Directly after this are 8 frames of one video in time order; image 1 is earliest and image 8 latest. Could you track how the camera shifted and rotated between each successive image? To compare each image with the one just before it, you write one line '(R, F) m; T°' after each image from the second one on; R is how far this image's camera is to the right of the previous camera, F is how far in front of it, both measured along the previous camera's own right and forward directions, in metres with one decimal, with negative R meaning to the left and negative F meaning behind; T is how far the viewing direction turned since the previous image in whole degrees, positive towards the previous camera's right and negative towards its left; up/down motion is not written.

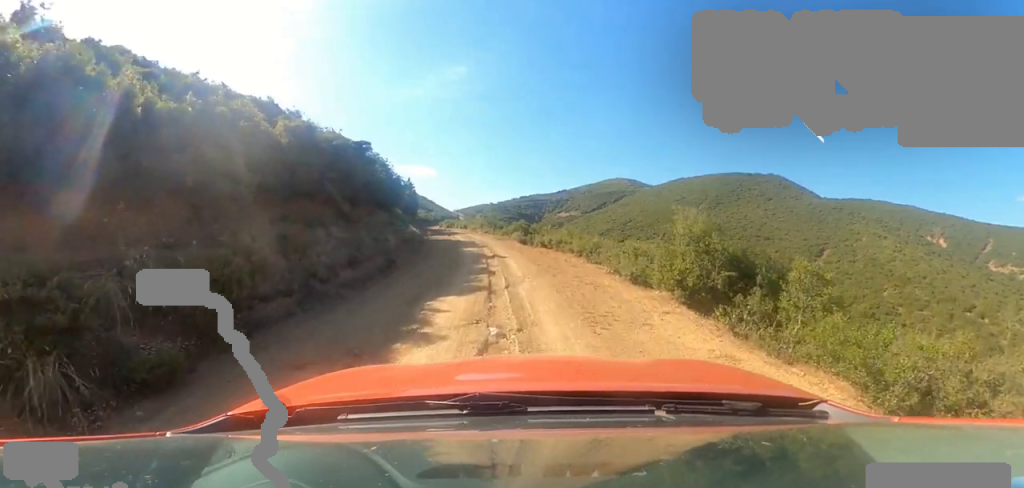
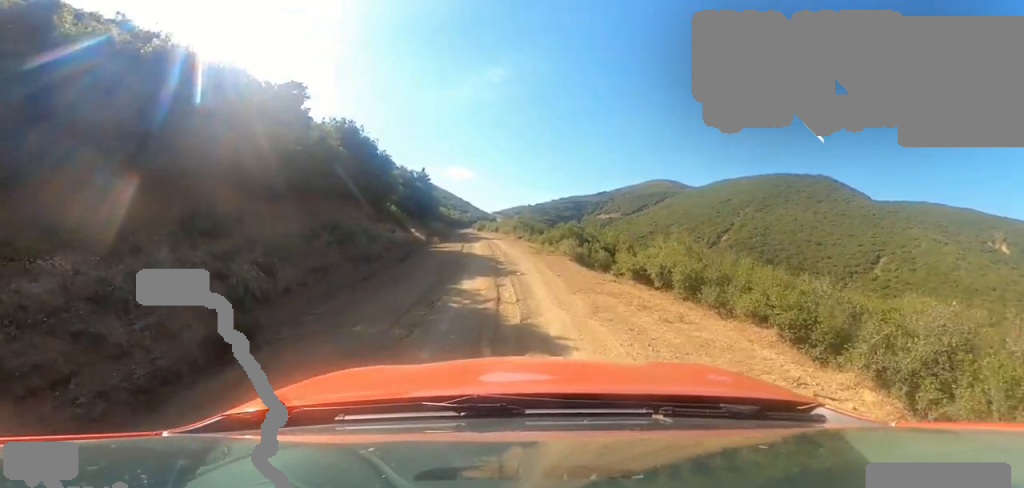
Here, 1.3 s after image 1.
(-0.8, +9.7) m; -8°
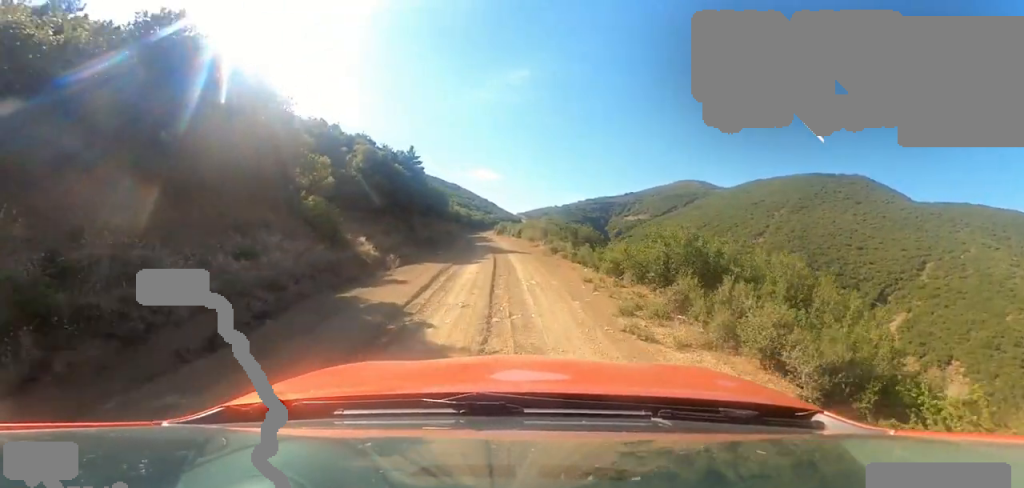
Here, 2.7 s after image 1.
(-0.1, +11.7) m; -2°
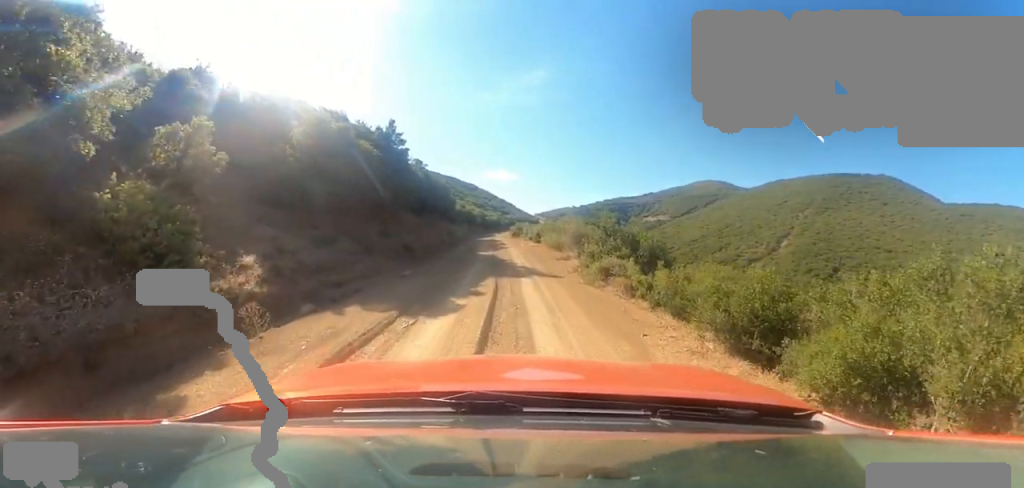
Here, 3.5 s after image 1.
(-0.3, +7.9) m; -6°
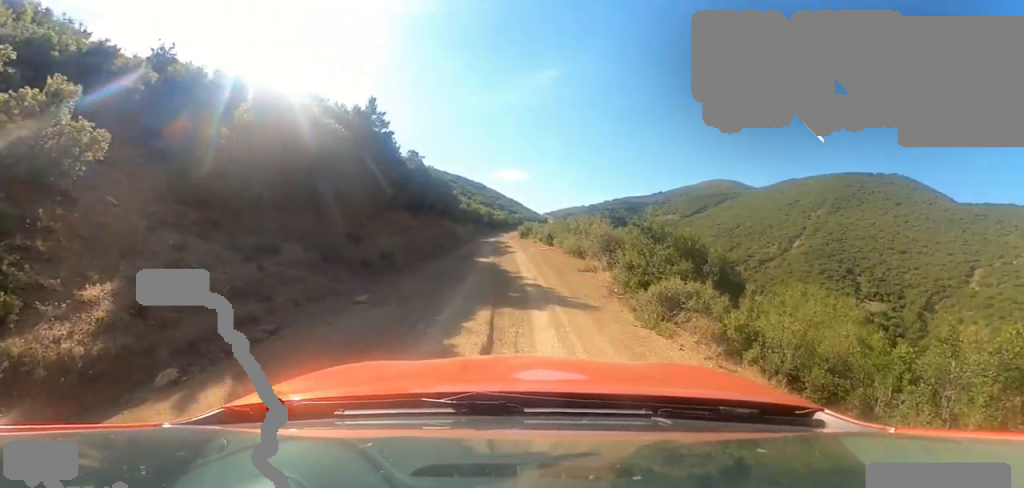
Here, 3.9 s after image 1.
(0.0, +4.1) m; -4°
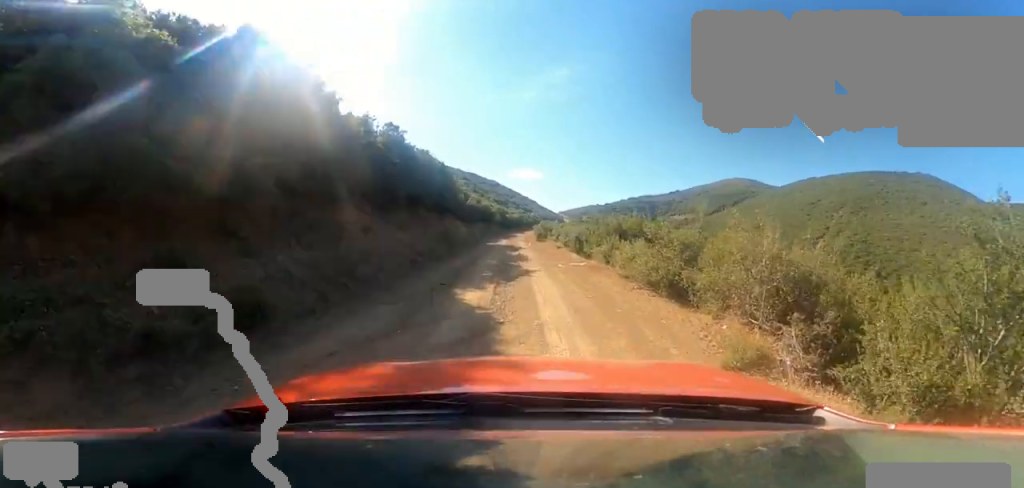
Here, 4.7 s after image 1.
(-0.6, +7.9) m; -7°
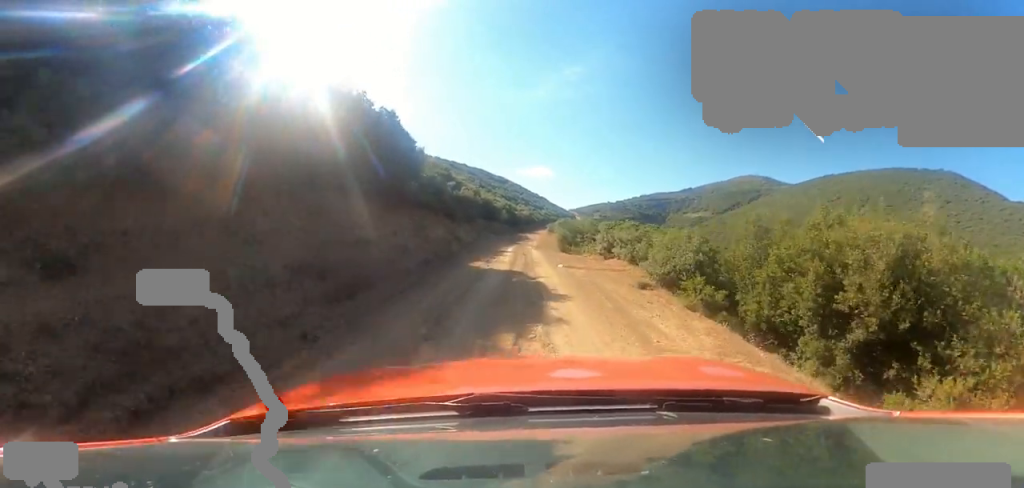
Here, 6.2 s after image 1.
(-0.4, +12.6) m; +4°
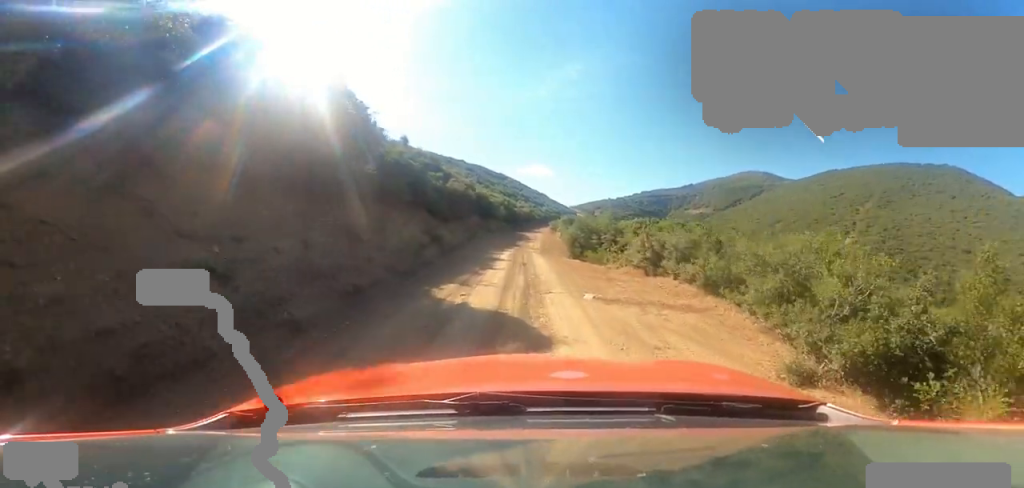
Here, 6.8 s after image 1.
(+0.5, +4.7) m; +5°
